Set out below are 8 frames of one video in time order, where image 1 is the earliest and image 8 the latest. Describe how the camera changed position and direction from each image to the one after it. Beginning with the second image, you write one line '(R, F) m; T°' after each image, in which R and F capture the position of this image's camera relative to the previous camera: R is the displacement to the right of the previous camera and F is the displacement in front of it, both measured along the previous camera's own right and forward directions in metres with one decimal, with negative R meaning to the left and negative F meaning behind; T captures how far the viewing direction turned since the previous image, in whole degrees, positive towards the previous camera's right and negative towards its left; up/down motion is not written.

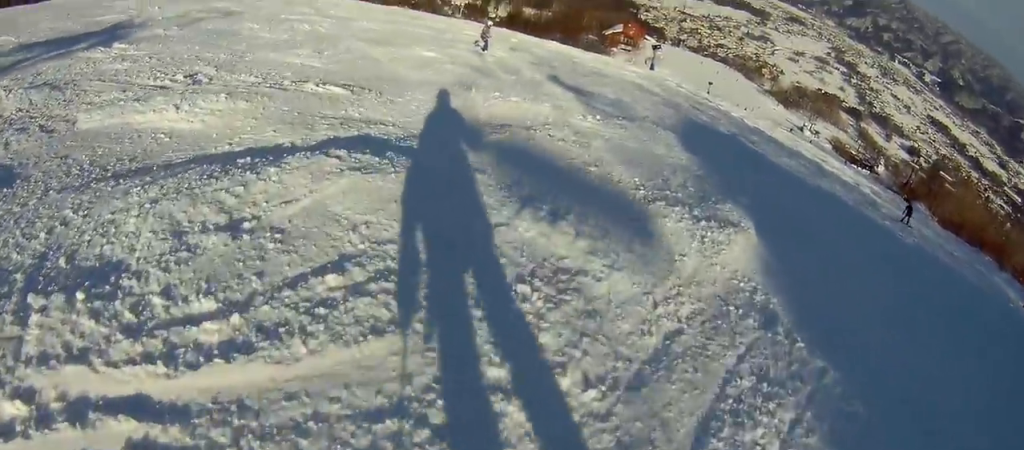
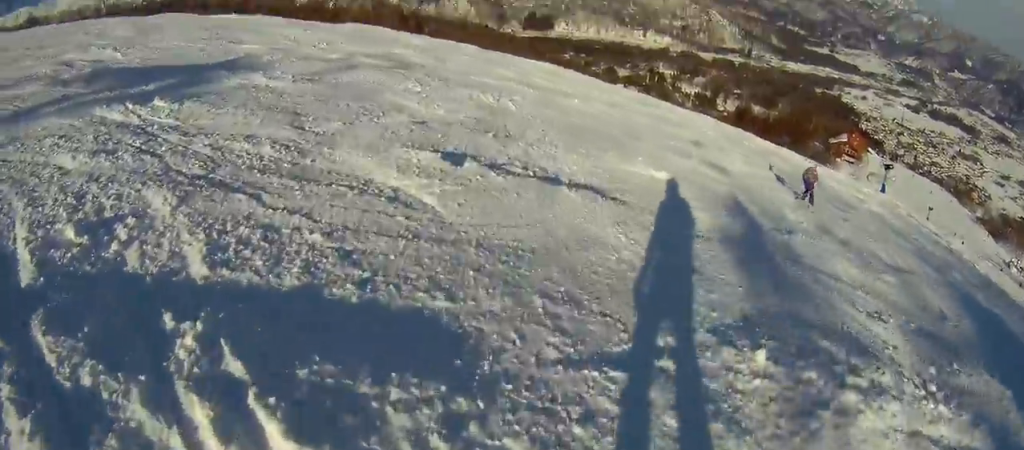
(-0.3, +4.7) m; -24°
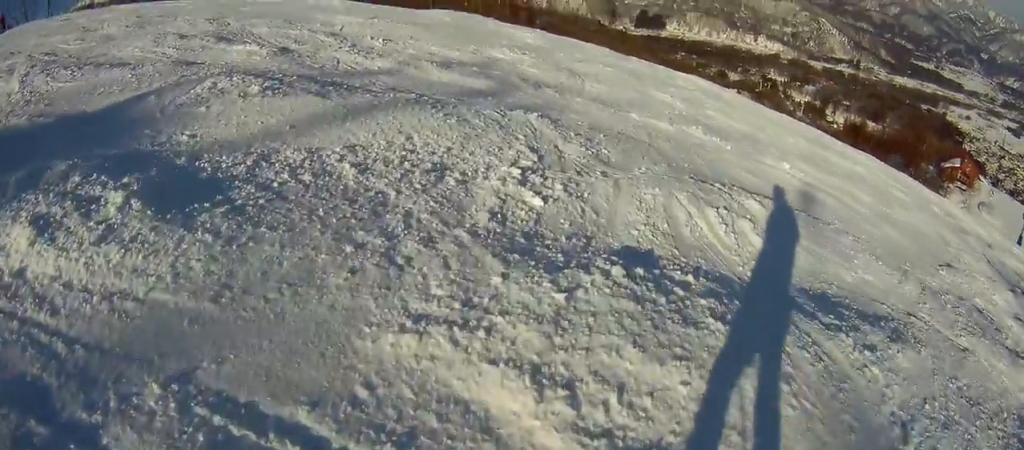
(-2.9, +3.8) m; -66°
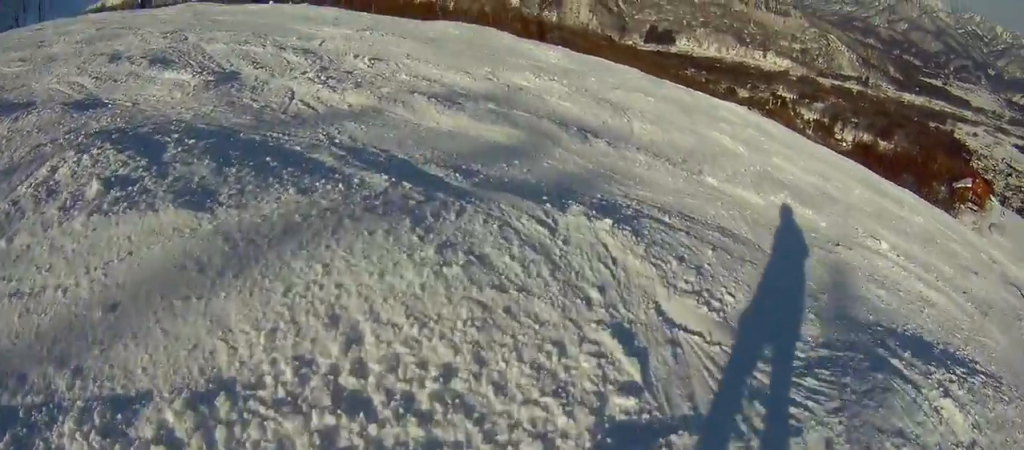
(-0.3, +2.2) m; -8°
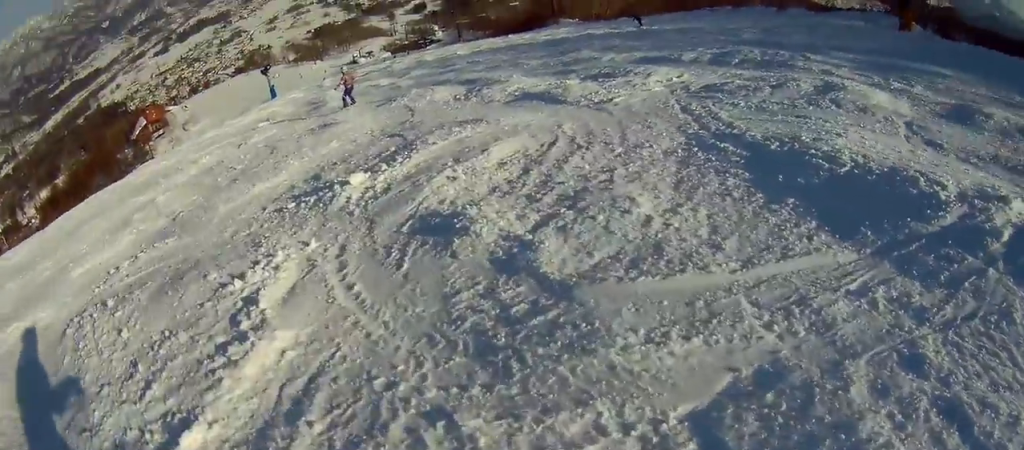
(+0.8, +5.4) m; +18°
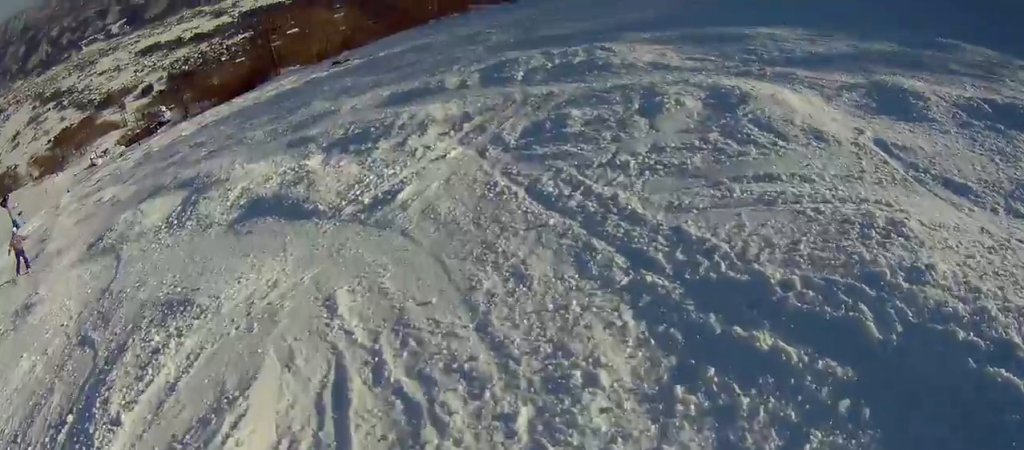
(+0.1, +3.5) m; +26°
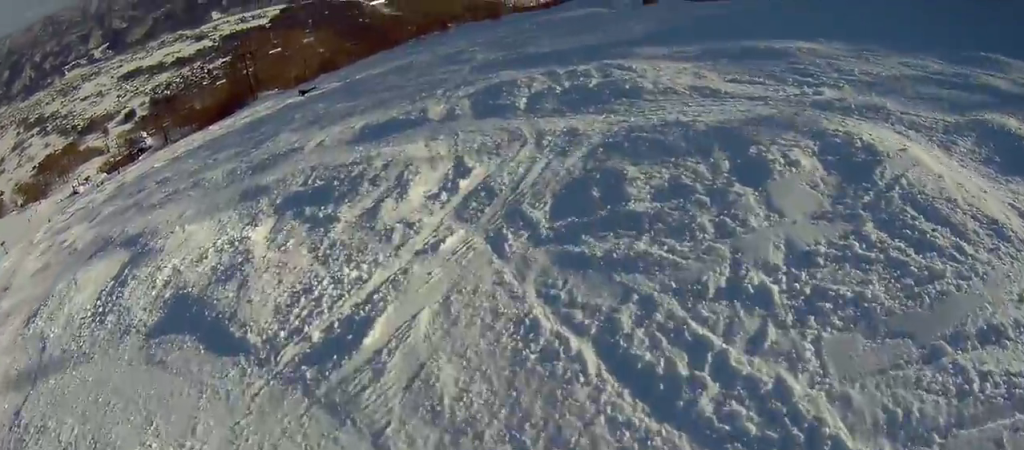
(+0.7, +1.7) m; +13°
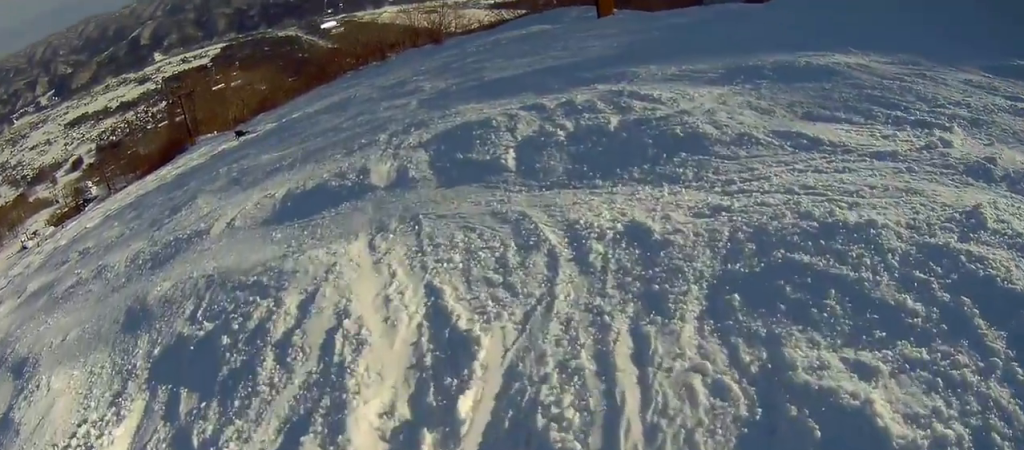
(+0.4, +2.1) m; +15°
